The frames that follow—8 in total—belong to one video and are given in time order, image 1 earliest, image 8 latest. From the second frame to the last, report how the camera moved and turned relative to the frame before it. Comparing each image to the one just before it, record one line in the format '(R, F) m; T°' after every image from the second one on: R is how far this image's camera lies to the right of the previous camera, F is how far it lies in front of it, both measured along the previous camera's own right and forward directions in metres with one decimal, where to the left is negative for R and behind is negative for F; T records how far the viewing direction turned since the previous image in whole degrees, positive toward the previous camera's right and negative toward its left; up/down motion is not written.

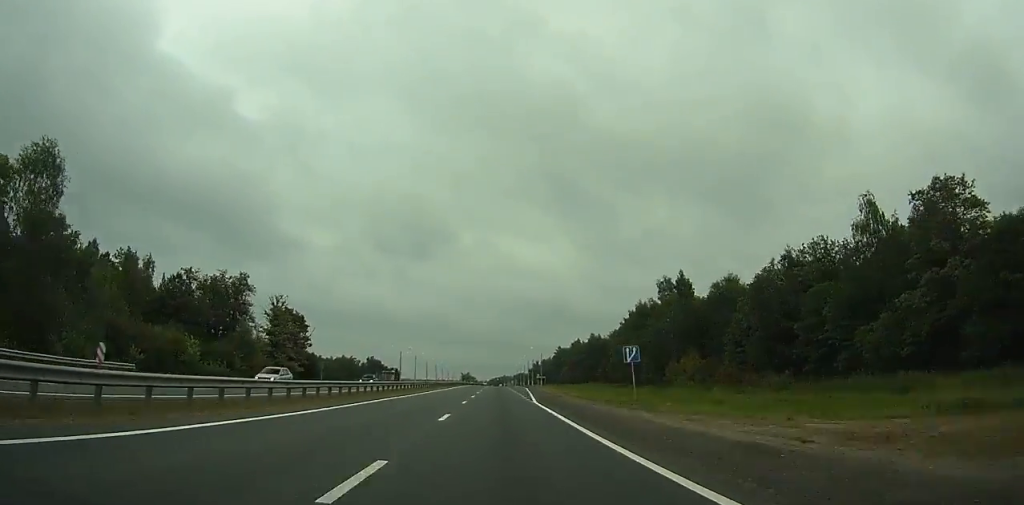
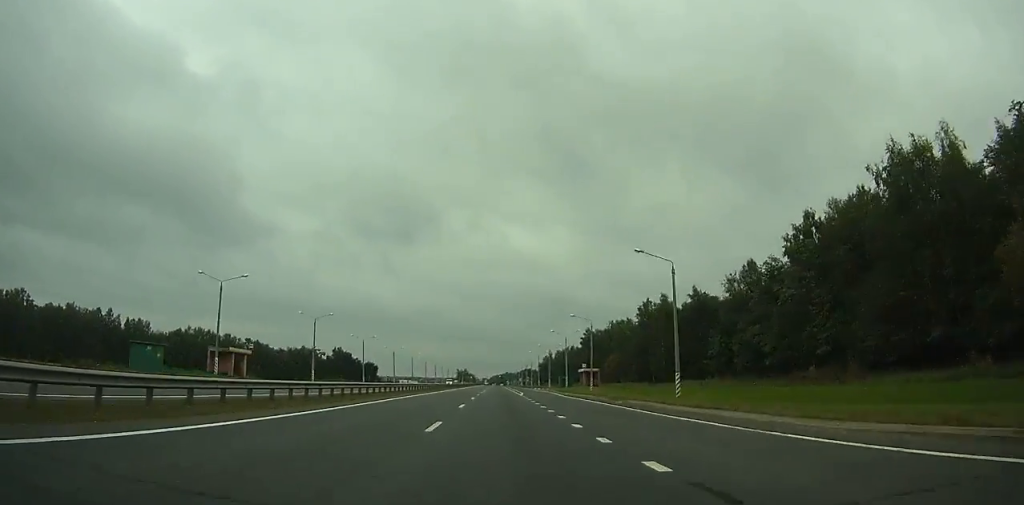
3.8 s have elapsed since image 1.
(-1.2, +111.9) m; -1°
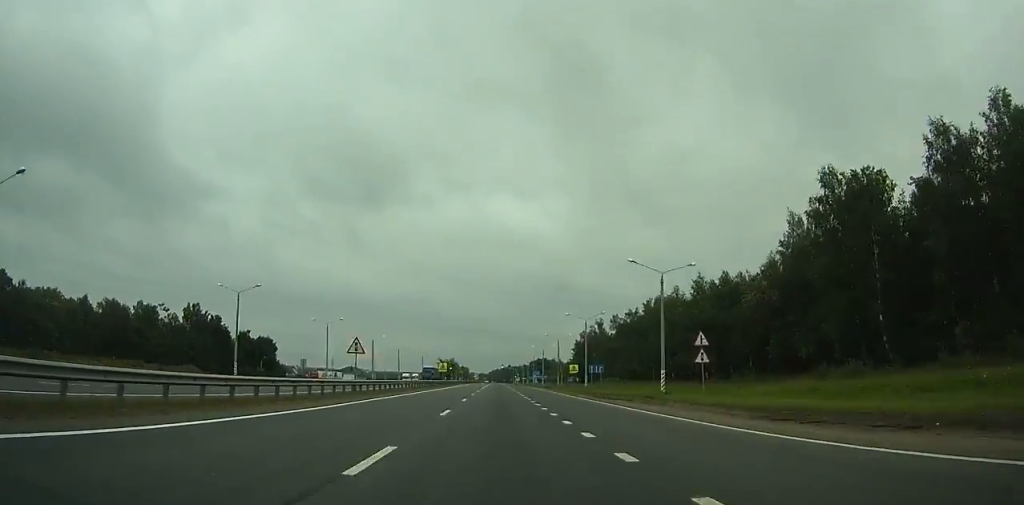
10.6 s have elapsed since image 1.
(-1.5, +197.8) m; -1°
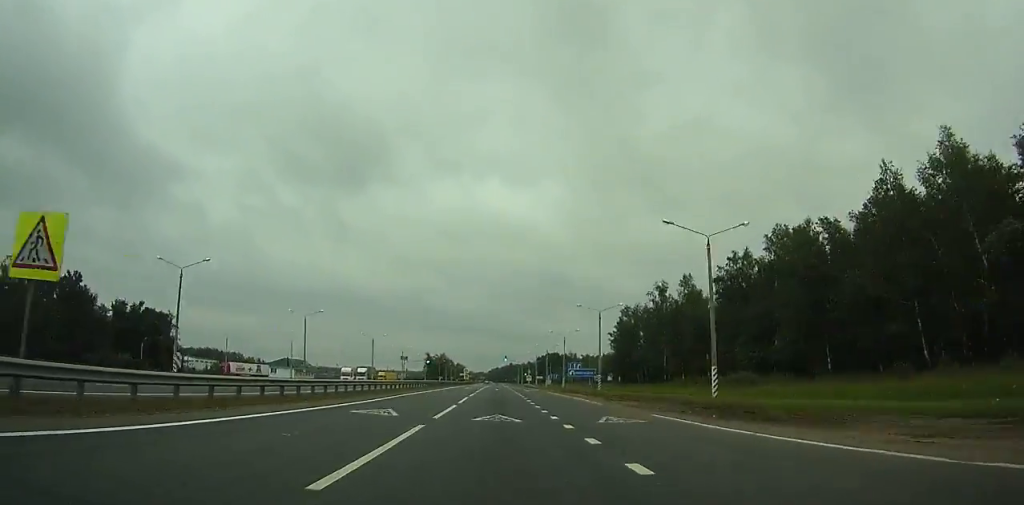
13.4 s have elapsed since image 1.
(+0.4, +80.2) m; 0°
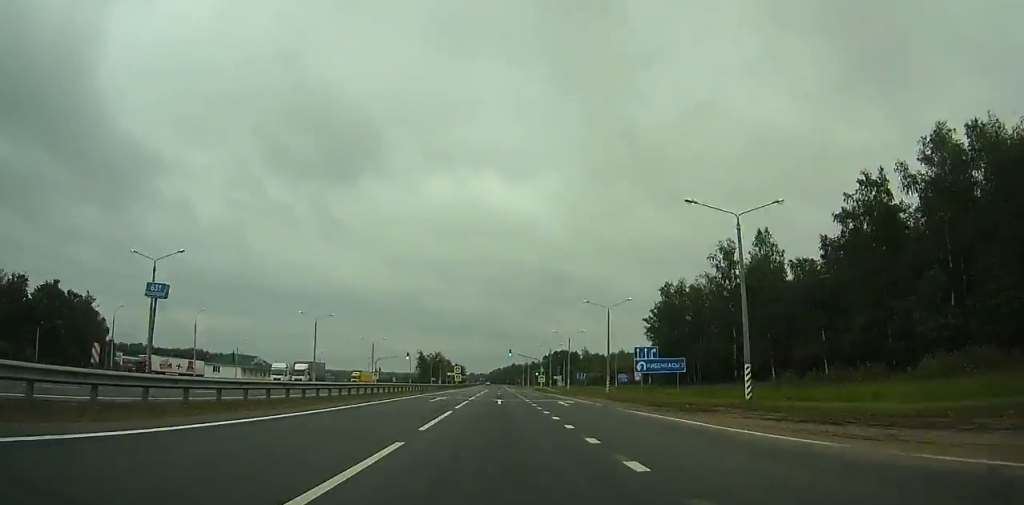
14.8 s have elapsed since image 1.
(+0.1, +40.0) m; 0°
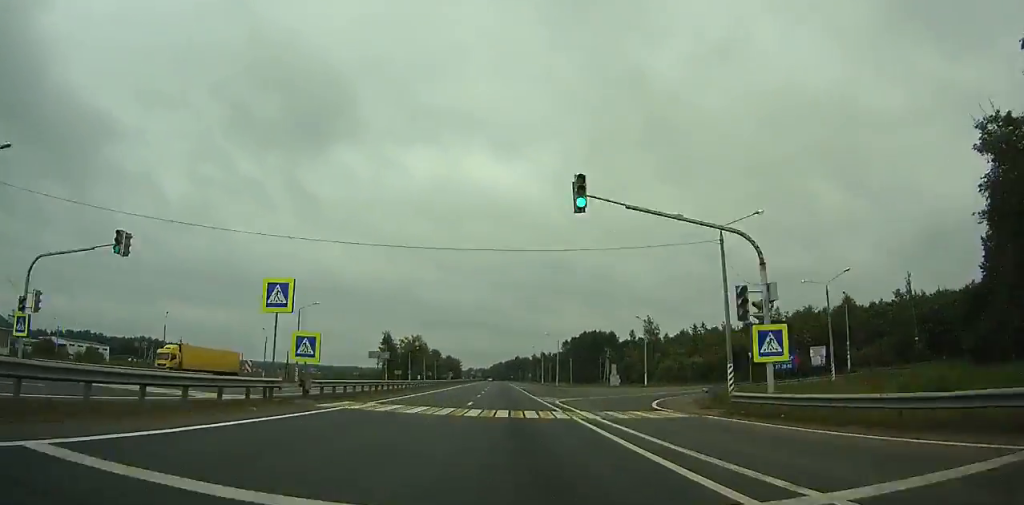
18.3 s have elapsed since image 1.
(-0.1, +100.1) m; 0°
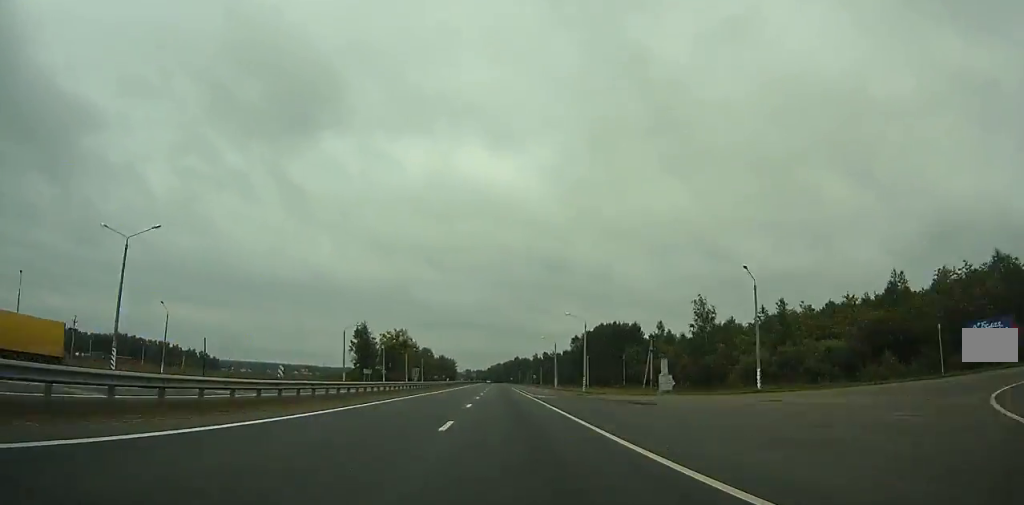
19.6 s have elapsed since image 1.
(-0.1, +37.3) m; 0°
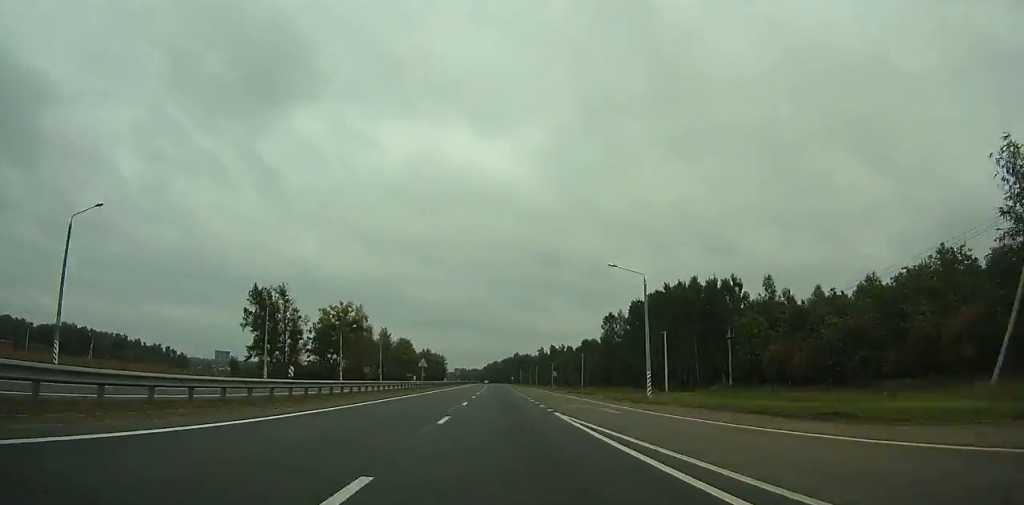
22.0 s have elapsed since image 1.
(0.0, +69.4) m; 0°
